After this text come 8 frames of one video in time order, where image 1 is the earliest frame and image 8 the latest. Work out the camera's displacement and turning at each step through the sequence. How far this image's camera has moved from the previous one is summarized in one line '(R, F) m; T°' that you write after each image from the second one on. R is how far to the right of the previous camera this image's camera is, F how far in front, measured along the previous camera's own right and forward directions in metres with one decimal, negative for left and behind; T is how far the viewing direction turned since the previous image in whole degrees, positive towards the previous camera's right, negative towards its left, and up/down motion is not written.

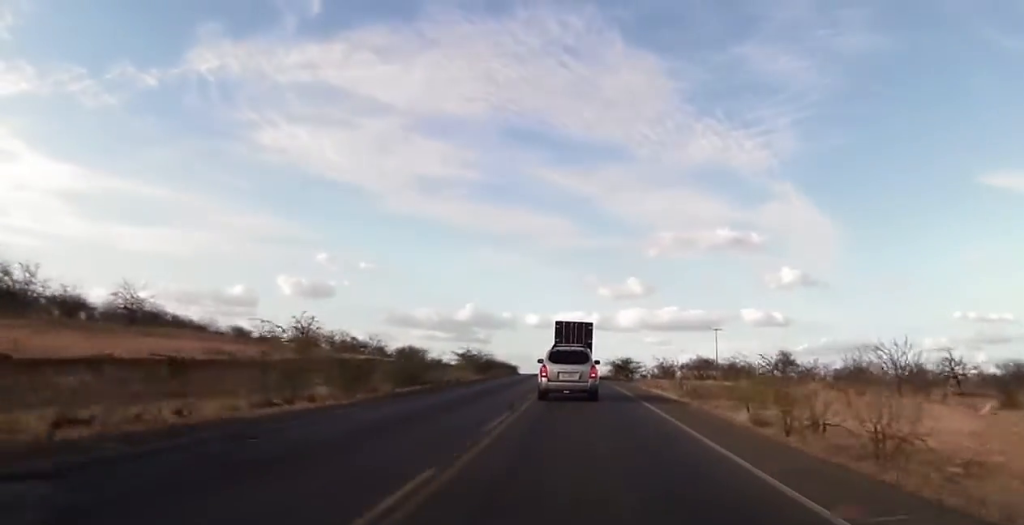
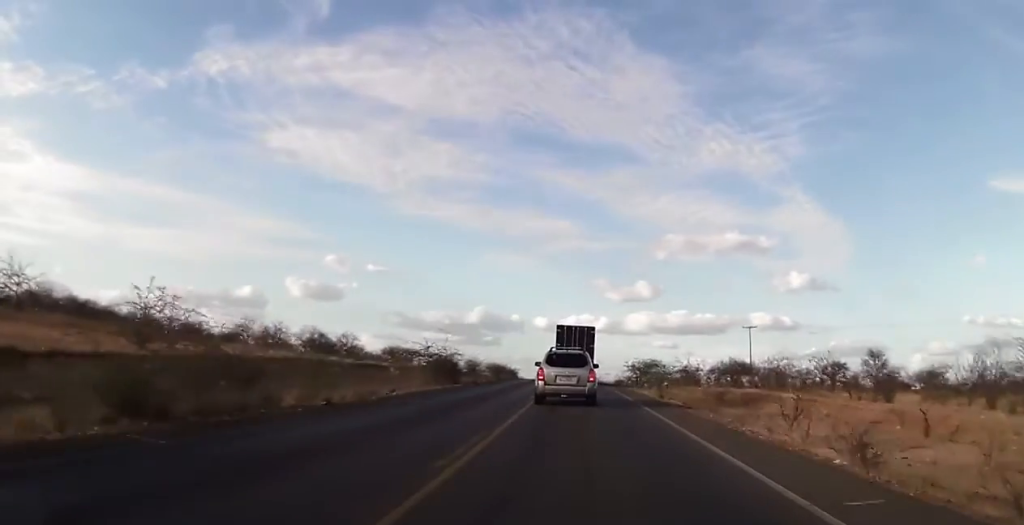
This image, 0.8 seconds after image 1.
(0.0, +18.7) m; 0°
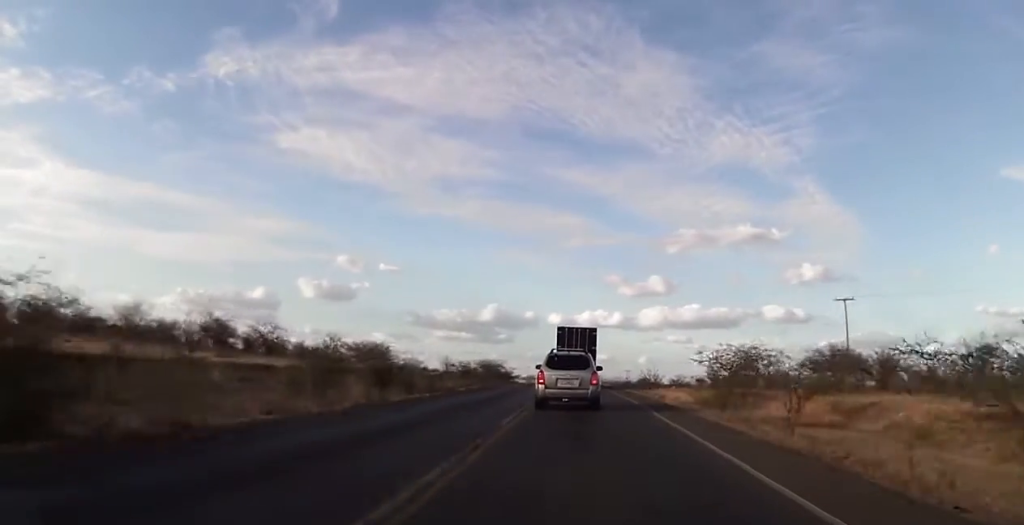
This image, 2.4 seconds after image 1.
(-0.5, +30.9) m; -2°
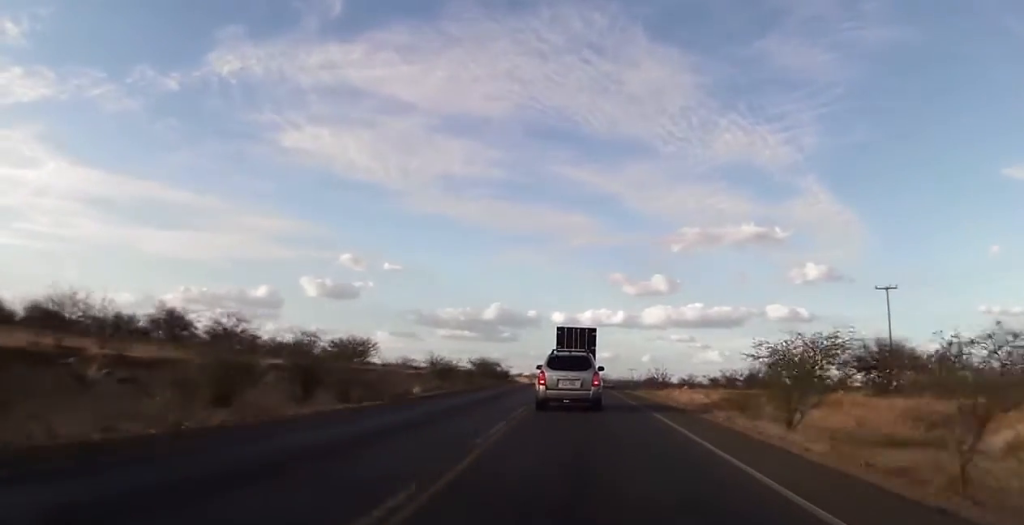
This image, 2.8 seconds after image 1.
(0.0, +8.9) m; 0°
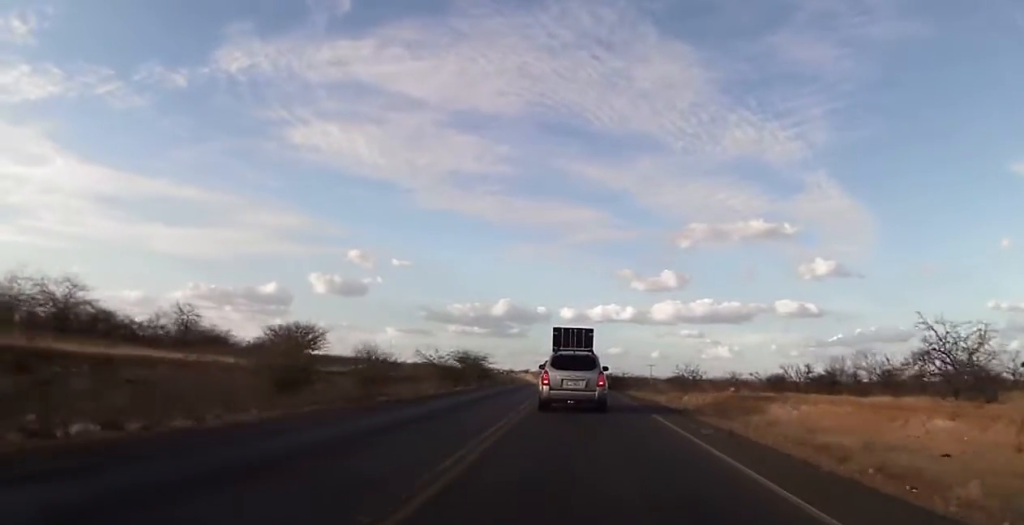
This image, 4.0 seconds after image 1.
(-0.1, +27.0) m; 0°
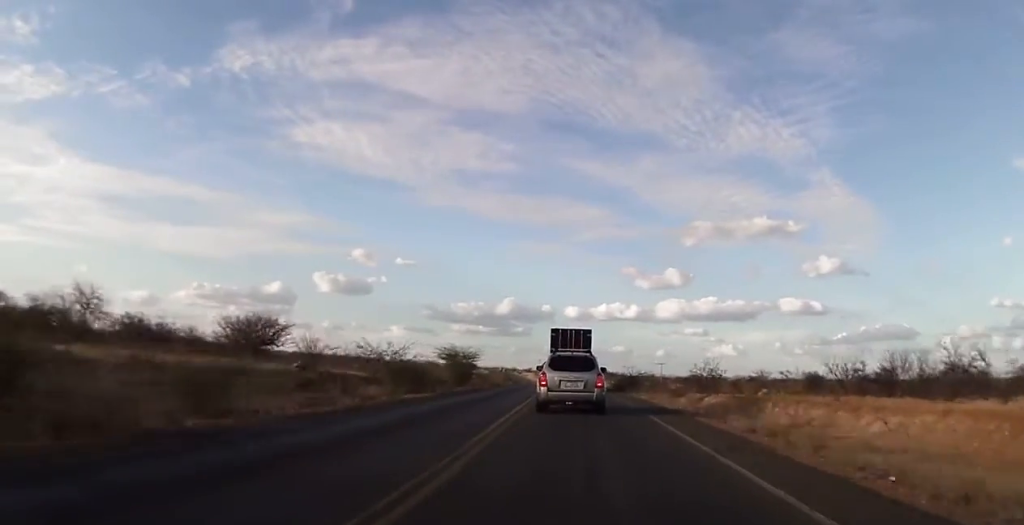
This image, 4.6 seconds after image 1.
(+0.2, +13.0) m; 0°
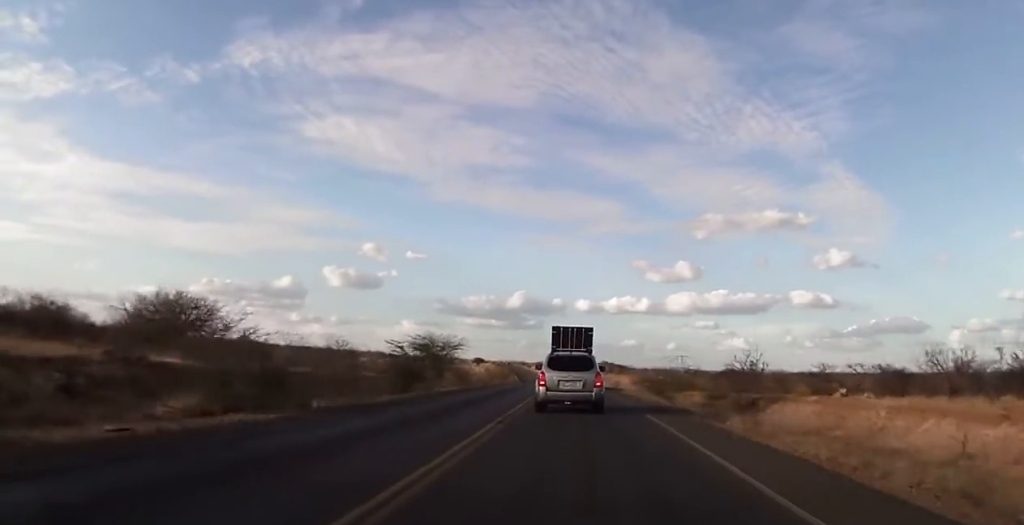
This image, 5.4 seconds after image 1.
(-0.3, +20.4) m; -1°
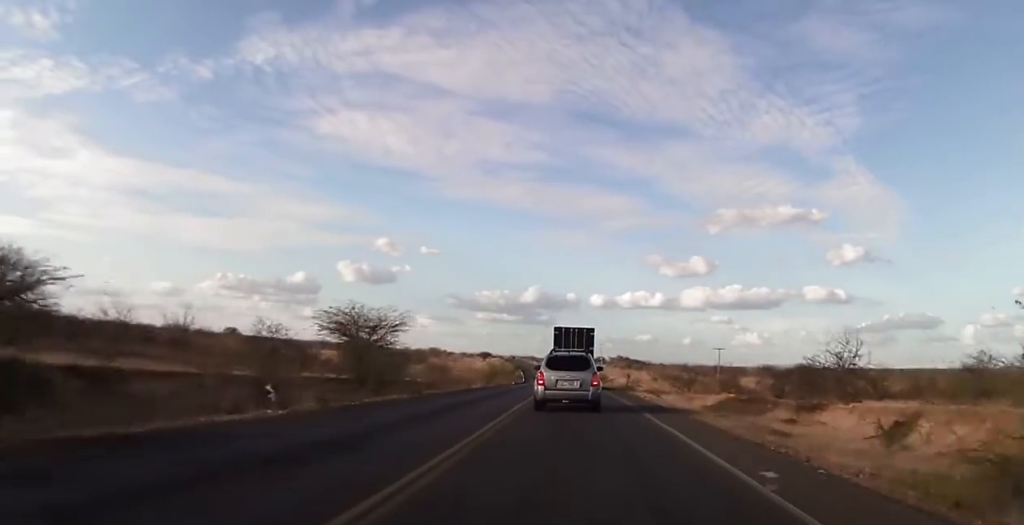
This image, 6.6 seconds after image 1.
(-0.1, +30.5) m; -1°
